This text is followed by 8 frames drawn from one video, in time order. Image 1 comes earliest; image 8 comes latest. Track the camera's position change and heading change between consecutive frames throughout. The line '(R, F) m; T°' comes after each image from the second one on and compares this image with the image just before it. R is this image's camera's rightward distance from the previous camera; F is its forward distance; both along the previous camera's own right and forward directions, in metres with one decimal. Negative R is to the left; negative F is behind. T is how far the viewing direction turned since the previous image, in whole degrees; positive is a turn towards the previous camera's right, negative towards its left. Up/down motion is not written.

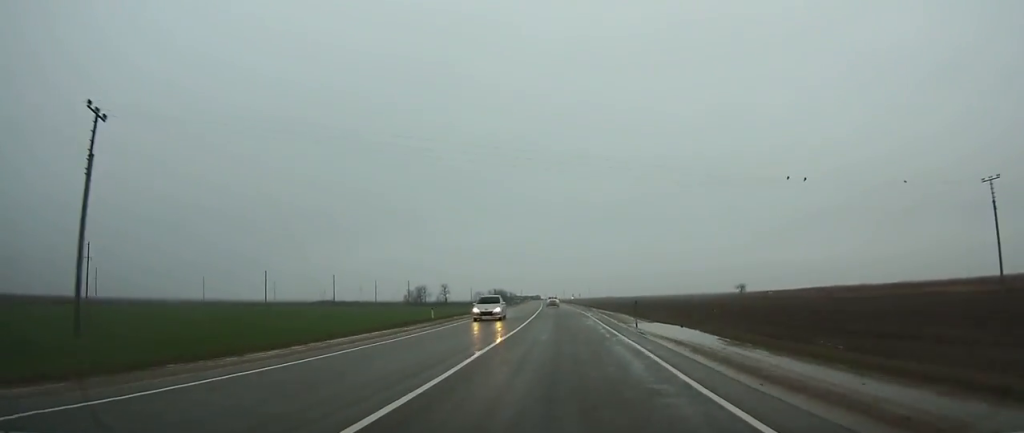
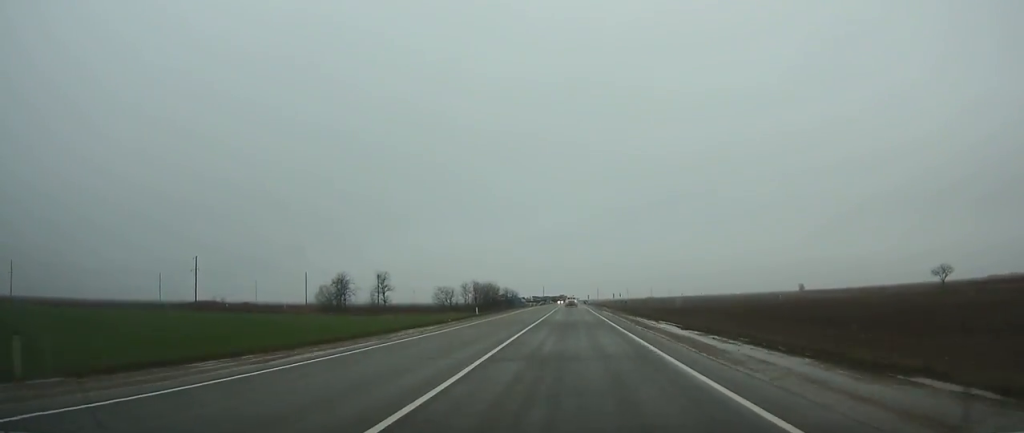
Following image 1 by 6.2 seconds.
(-3.6, +133.6) m; -2°
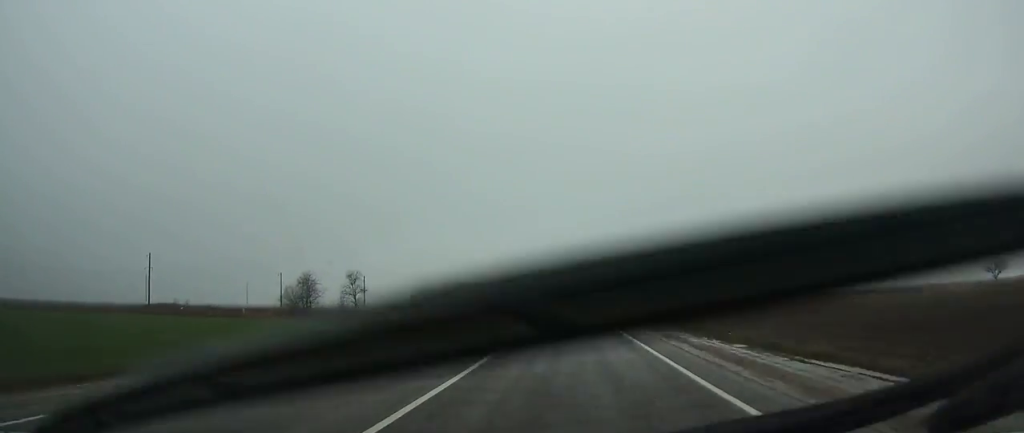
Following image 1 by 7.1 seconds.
(0.0, +20.1) m; 0°
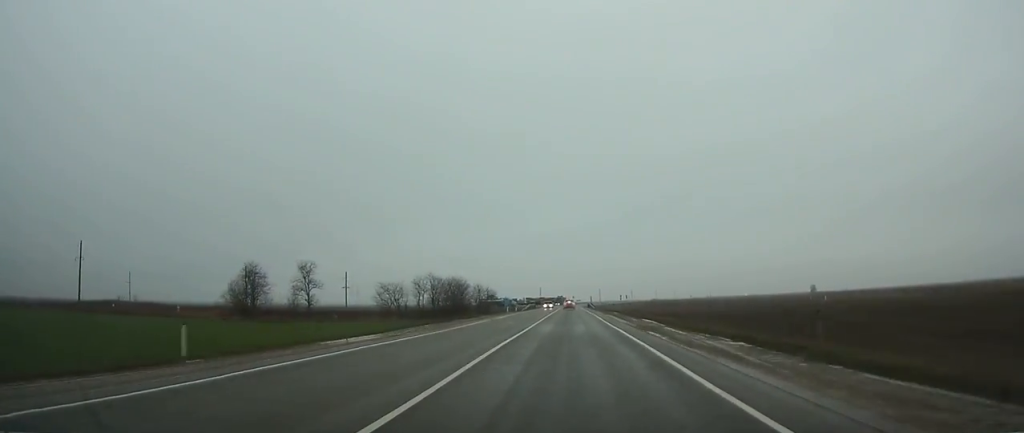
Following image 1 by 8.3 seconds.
(0.0, +24.3) m; 0°
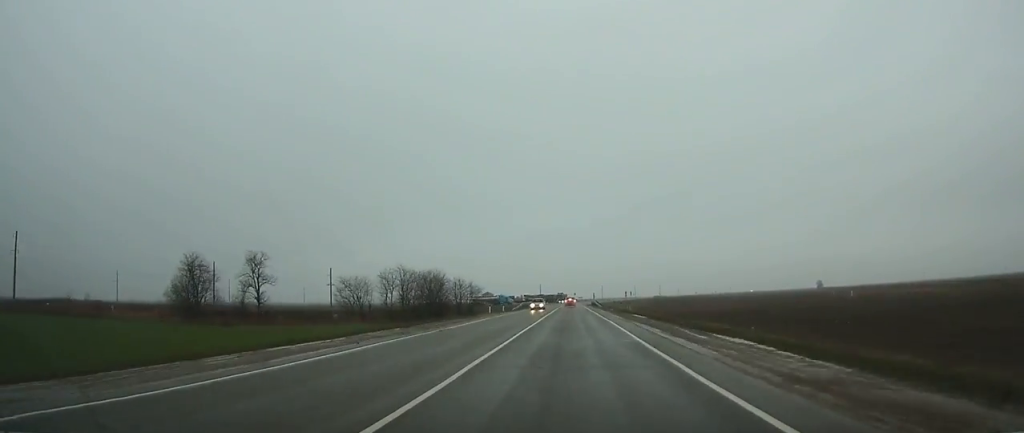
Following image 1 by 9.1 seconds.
(0.0, +18.5) m; 0°
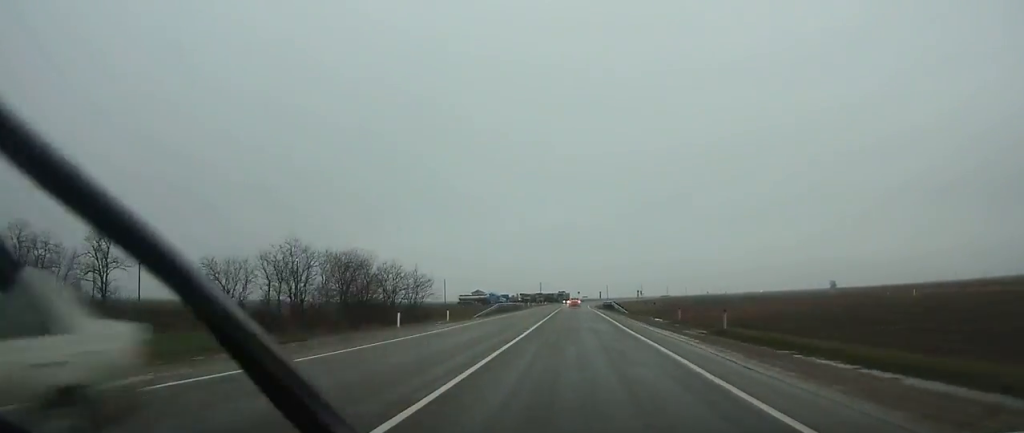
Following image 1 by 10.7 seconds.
(0.0, +34.0) m; 0°
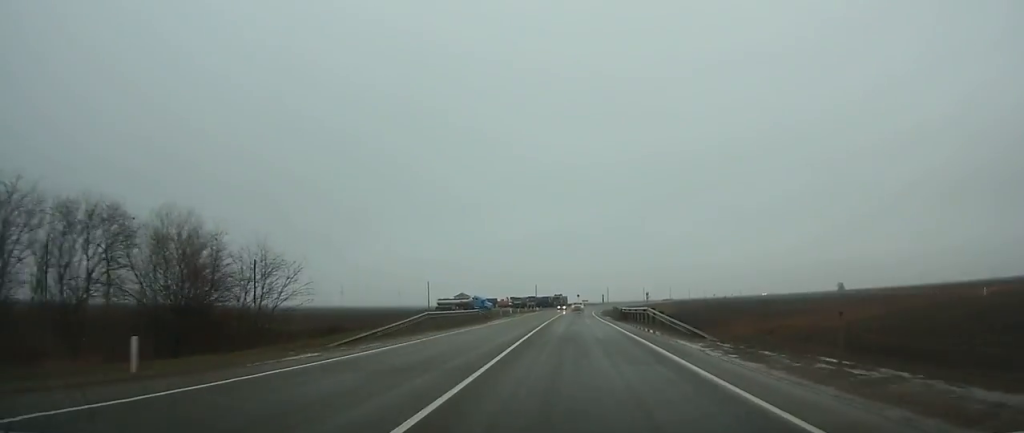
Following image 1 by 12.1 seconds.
(-0.1, +29.5) m; 0°
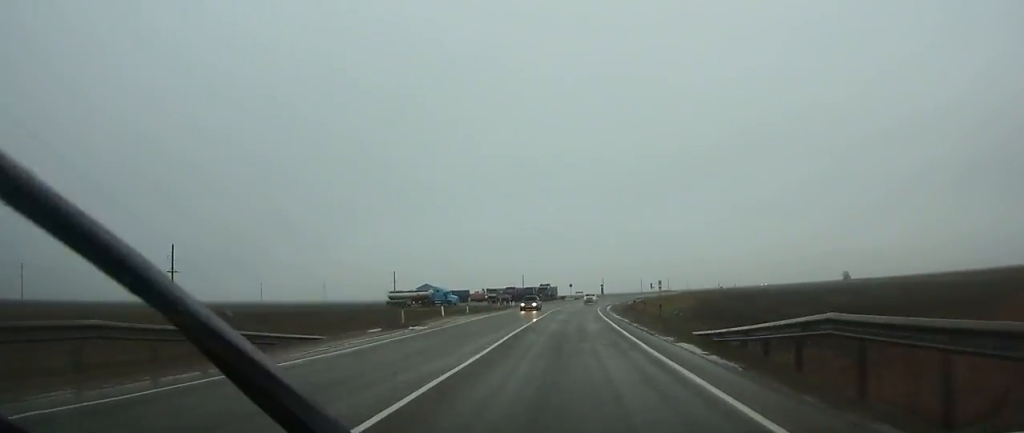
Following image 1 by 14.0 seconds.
(+0.3, +39.1) m; +1°
